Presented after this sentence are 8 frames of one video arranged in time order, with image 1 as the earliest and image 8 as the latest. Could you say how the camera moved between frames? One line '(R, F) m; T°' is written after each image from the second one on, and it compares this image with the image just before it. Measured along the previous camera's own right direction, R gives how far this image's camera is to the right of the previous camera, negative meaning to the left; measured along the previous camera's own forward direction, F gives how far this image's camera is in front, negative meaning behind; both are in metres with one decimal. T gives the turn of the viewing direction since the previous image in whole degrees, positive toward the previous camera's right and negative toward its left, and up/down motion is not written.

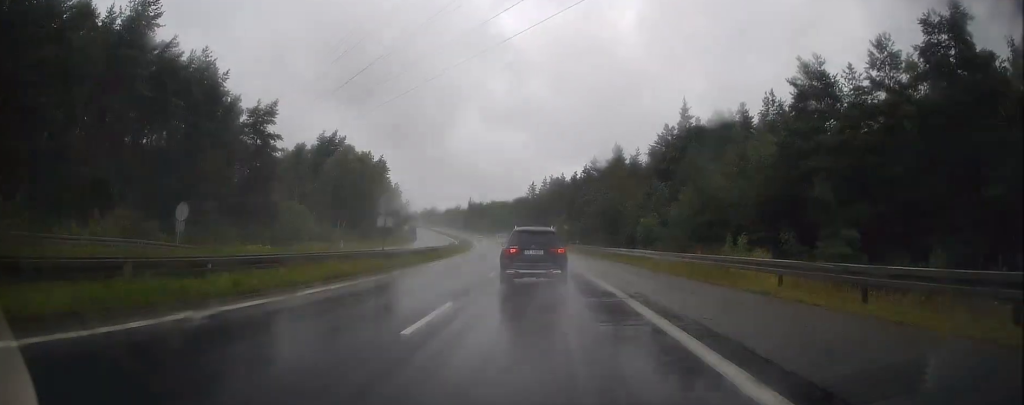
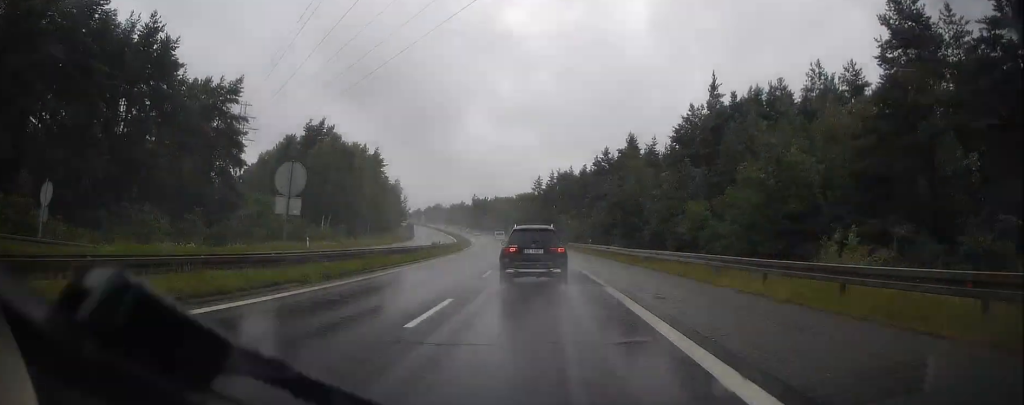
(-0.2, +11.6) m; -1°
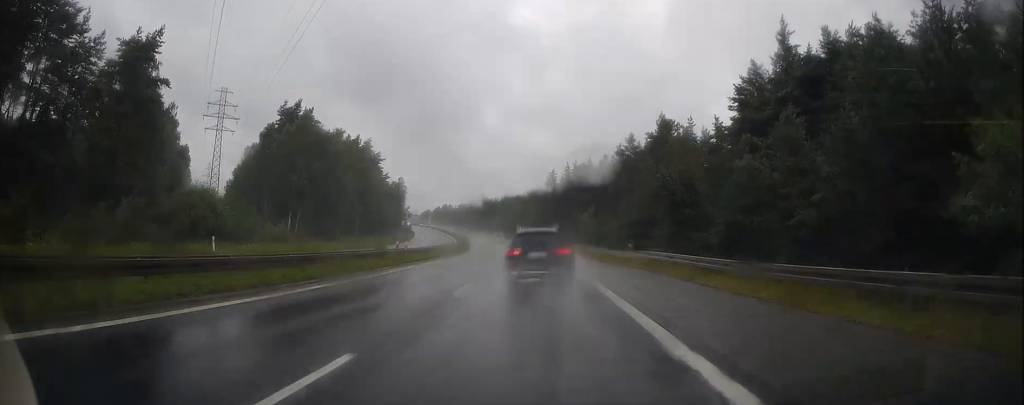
(-0.3, +18.8) m; -2°
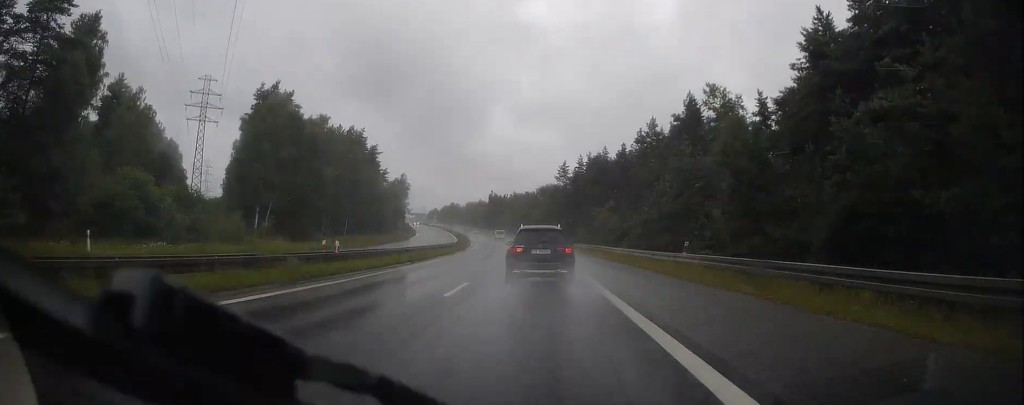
(-0.1, +13.0) m; -1°
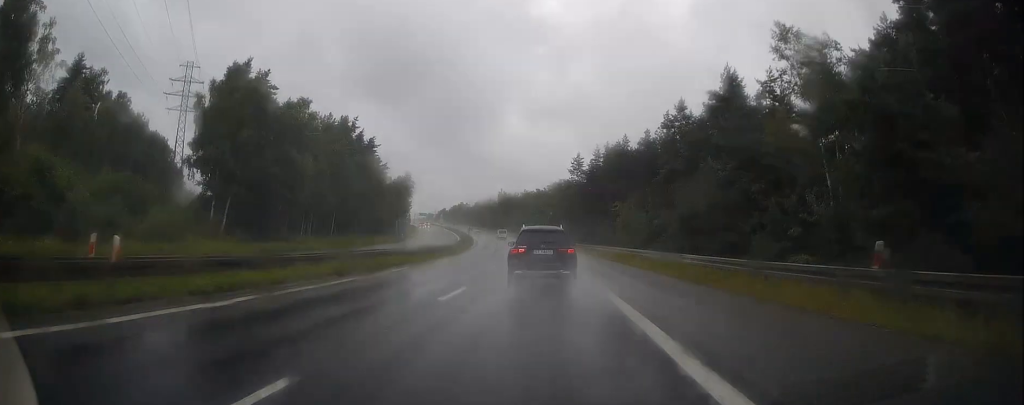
(-0.1, +13.0) m; -1°
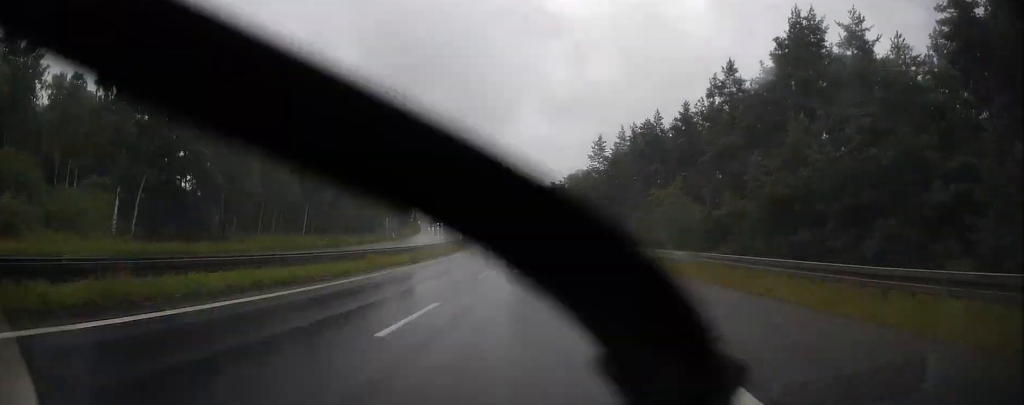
(-0.2, +17.2) m; -1°
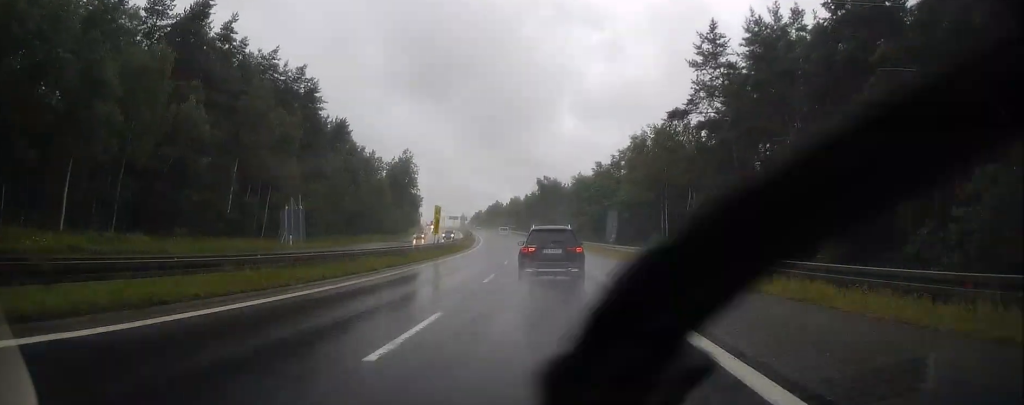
(-1.6, +49.8) m; -4°
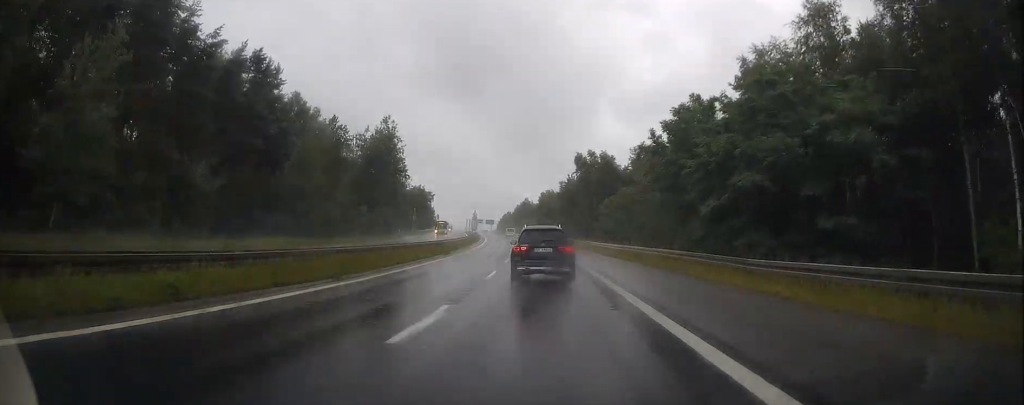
(-1.4, +47.4) m; -3°
